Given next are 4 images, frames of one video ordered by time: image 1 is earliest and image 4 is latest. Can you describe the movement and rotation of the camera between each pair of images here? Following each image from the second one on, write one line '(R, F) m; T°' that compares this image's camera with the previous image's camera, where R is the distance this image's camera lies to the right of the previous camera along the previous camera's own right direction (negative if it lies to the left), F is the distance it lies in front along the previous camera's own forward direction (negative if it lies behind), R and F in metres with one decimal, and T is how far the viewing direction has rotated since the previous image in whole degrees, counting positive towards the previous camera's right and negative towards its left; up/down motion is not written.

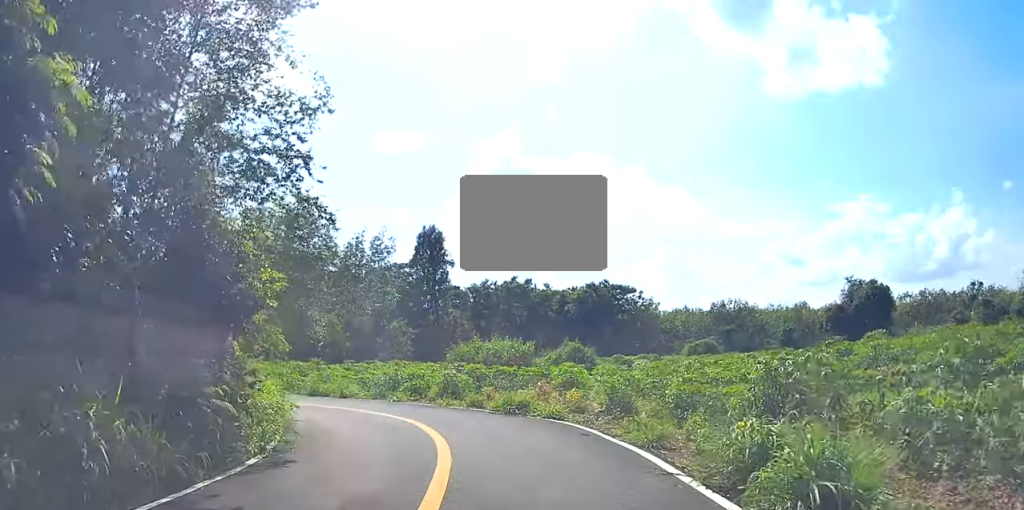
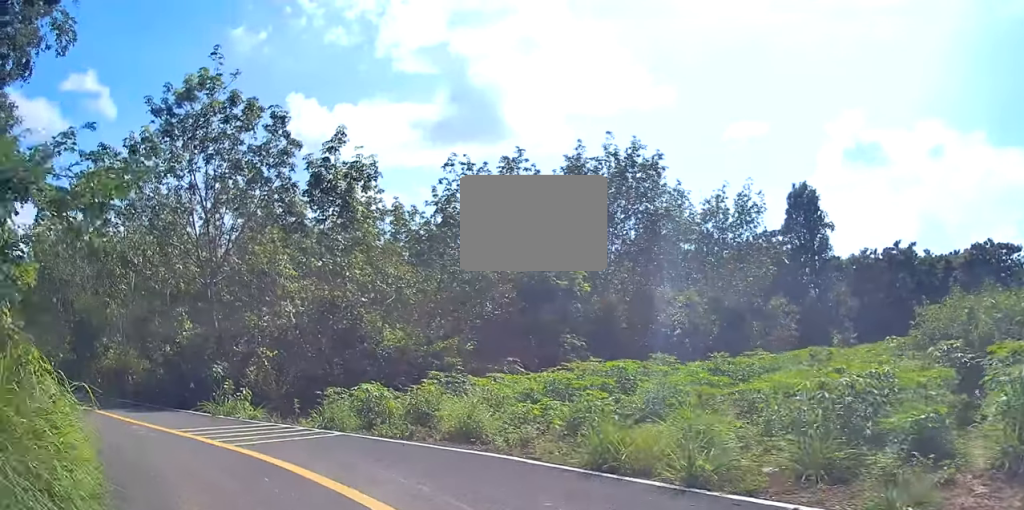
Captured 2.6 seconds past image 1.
(-0.2, +15.8) m; -13°
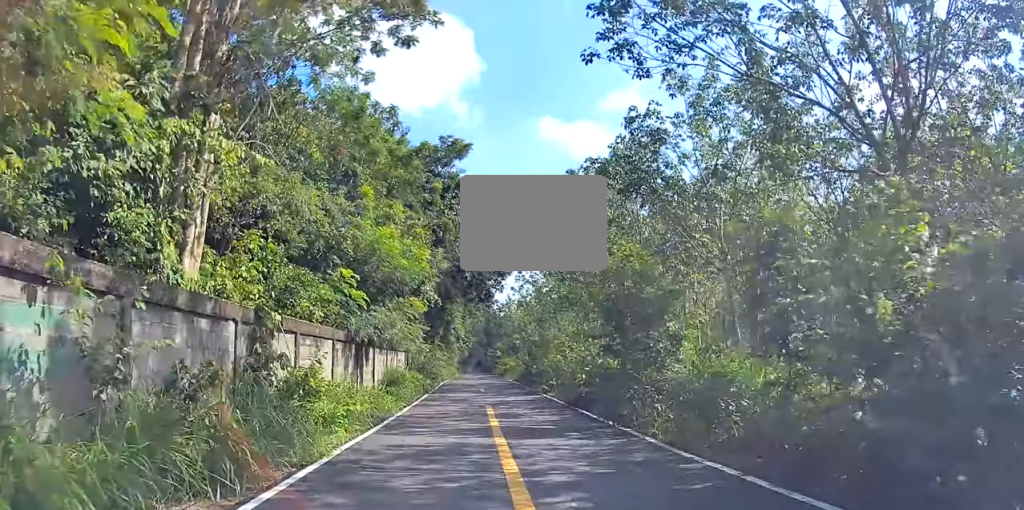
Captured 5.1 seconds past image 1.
(-3.4, +11.7) m; -33°
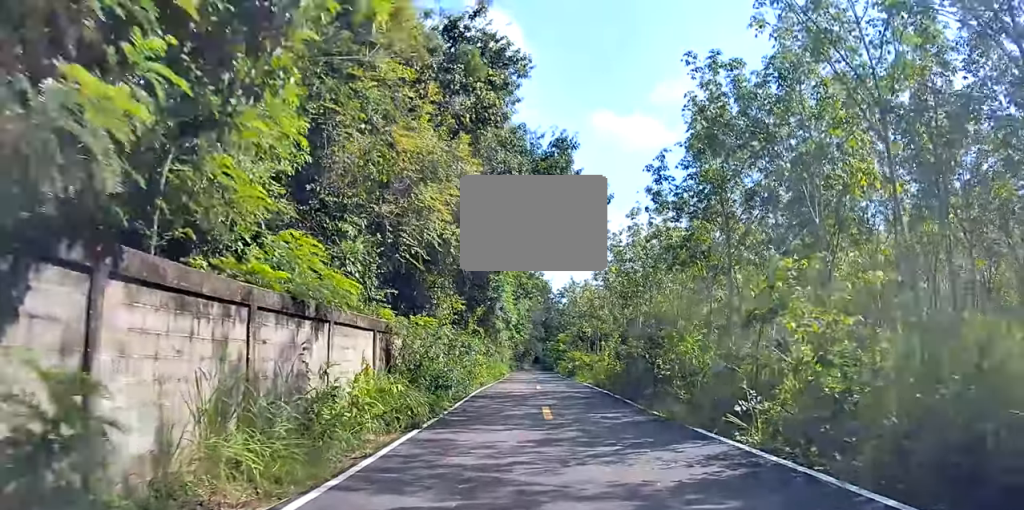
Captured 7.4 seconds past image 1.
(-2.5, +14.8) m; -16°
